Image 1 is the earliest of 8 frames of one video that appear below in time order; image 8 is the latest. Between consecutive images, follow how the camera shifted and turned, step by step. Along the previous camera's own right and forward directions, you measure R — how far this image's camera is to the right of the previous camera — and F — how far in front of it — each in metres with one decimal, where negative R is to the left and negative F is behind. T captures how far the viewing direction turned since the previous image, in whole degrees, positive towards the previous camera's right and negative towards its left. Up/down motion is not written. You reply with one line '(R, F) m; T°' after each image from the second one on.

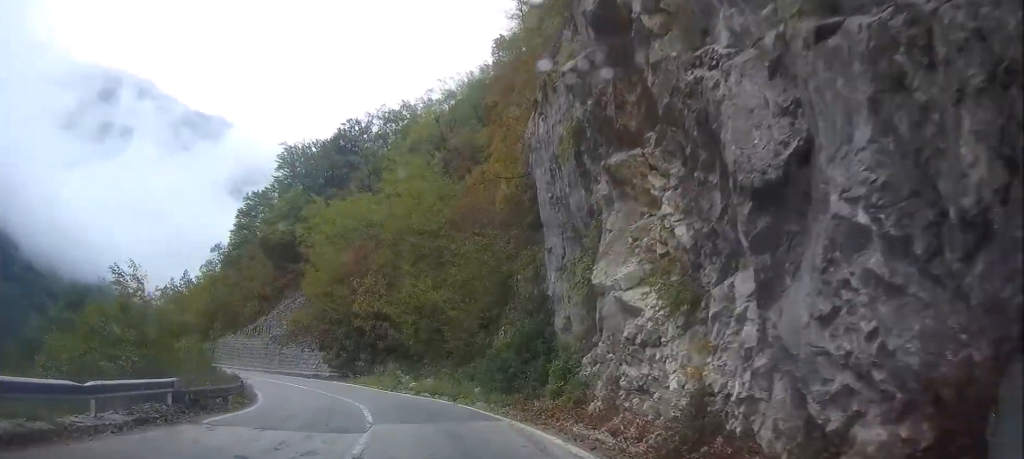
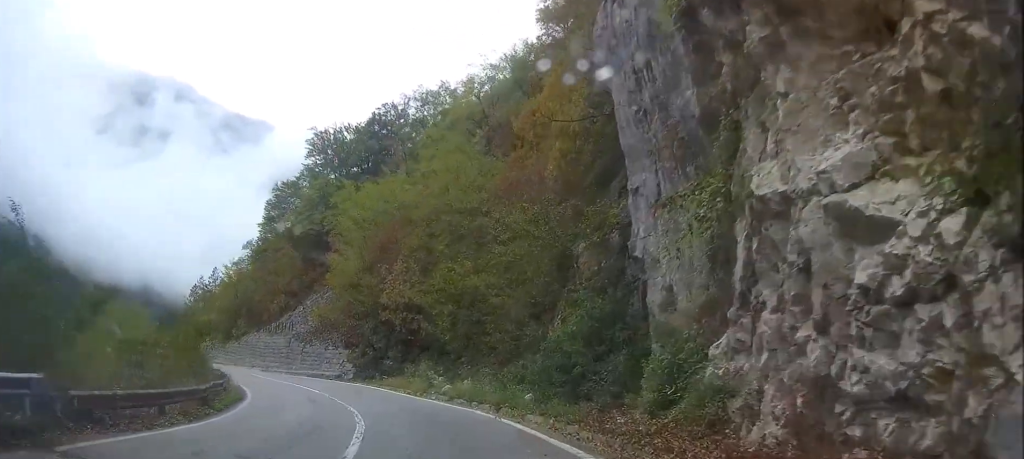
(0.0, +6.9) m; 0°
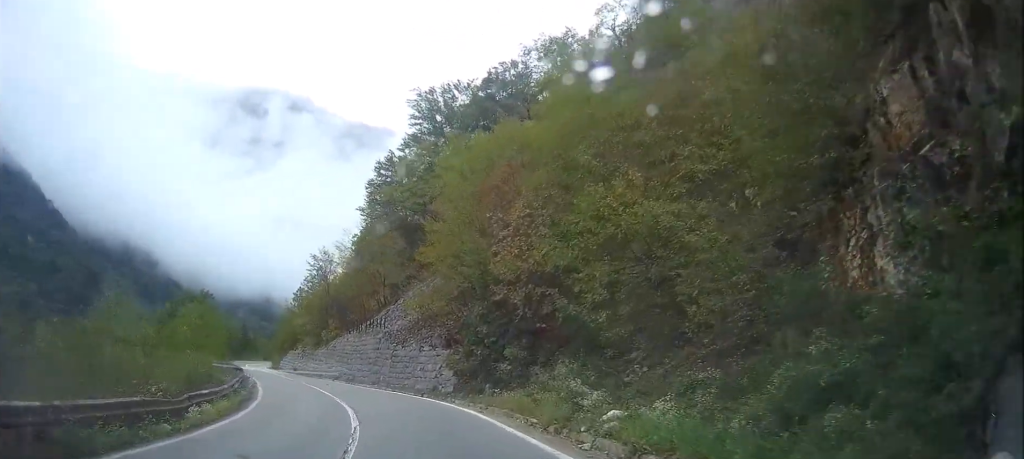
(0.0, +15.3) m; -8°
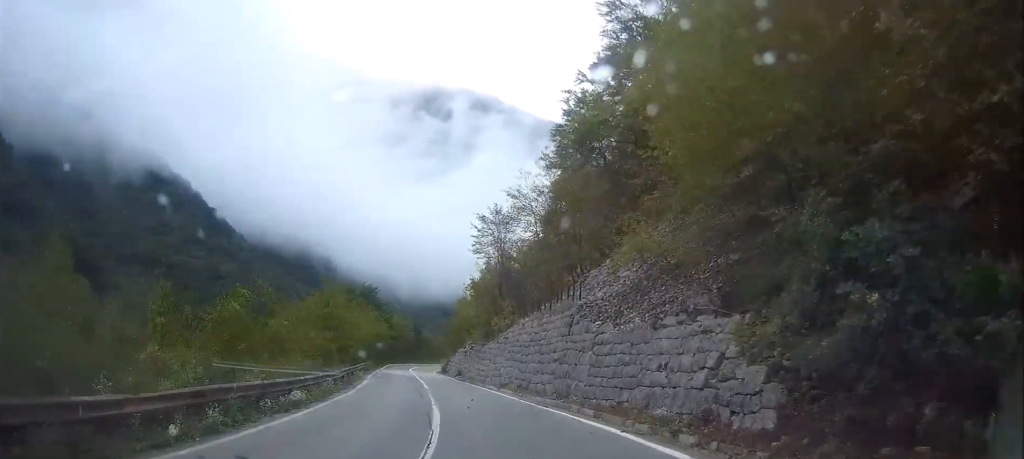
(-3.9, +18.0) m; -26°
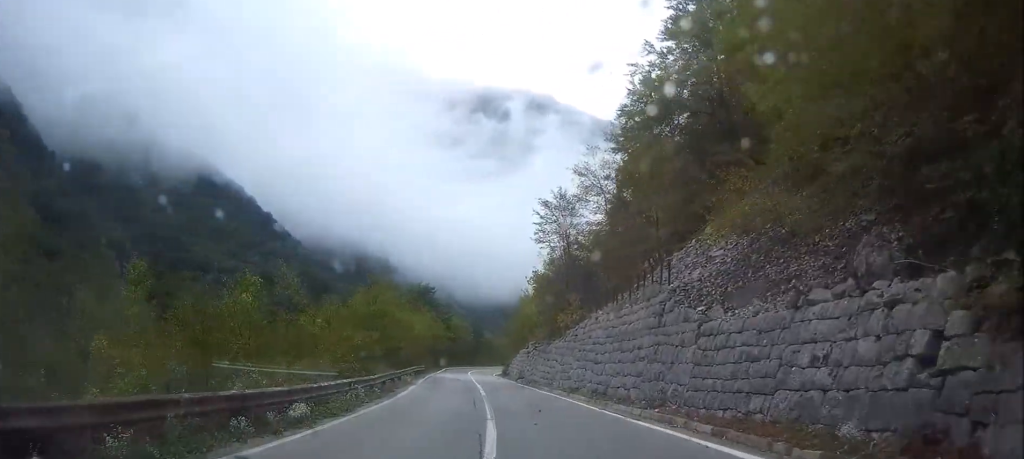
(-0.4, +4.9) m; -1°
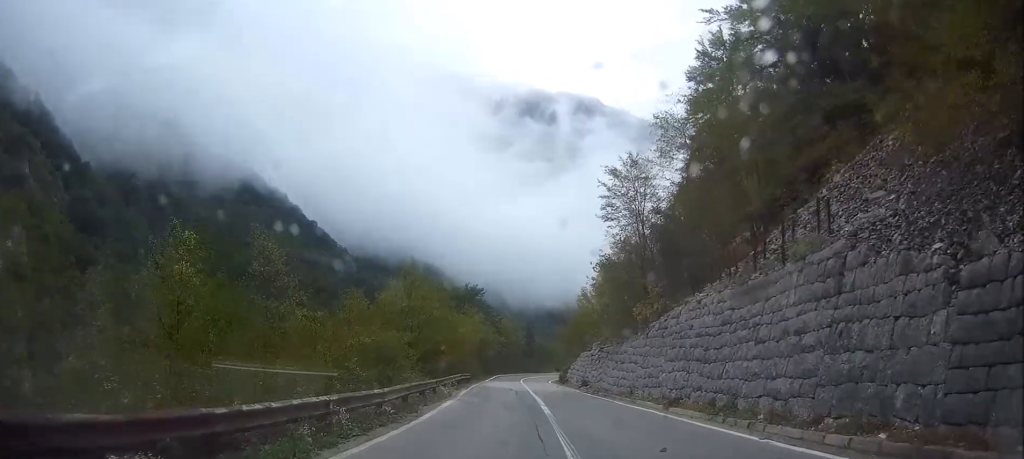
(-0.4, +8.1) m; -1°
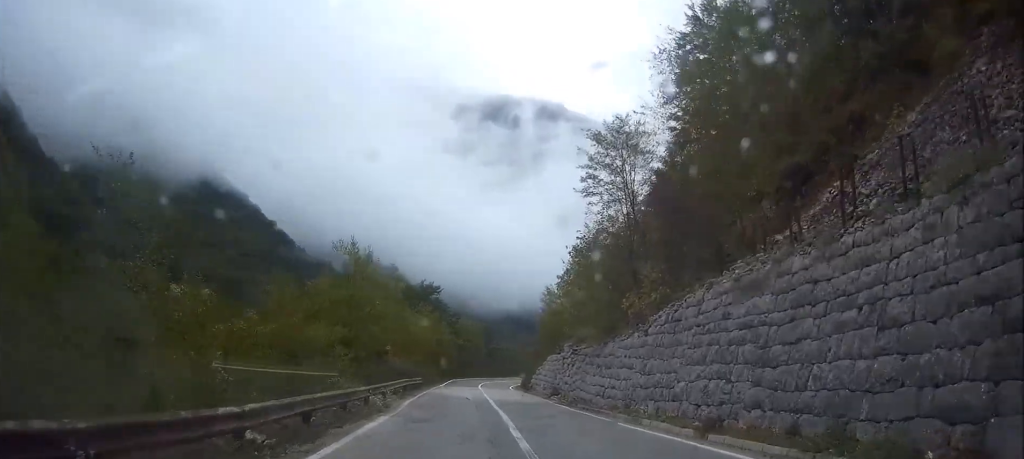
(+0.2, +6.7) m; +1°
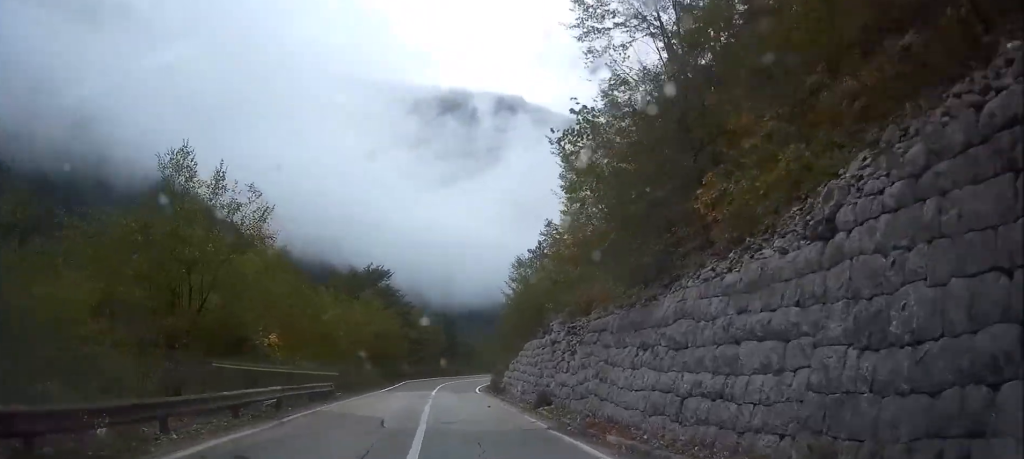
(+0.2, +15.2) m; -2°
